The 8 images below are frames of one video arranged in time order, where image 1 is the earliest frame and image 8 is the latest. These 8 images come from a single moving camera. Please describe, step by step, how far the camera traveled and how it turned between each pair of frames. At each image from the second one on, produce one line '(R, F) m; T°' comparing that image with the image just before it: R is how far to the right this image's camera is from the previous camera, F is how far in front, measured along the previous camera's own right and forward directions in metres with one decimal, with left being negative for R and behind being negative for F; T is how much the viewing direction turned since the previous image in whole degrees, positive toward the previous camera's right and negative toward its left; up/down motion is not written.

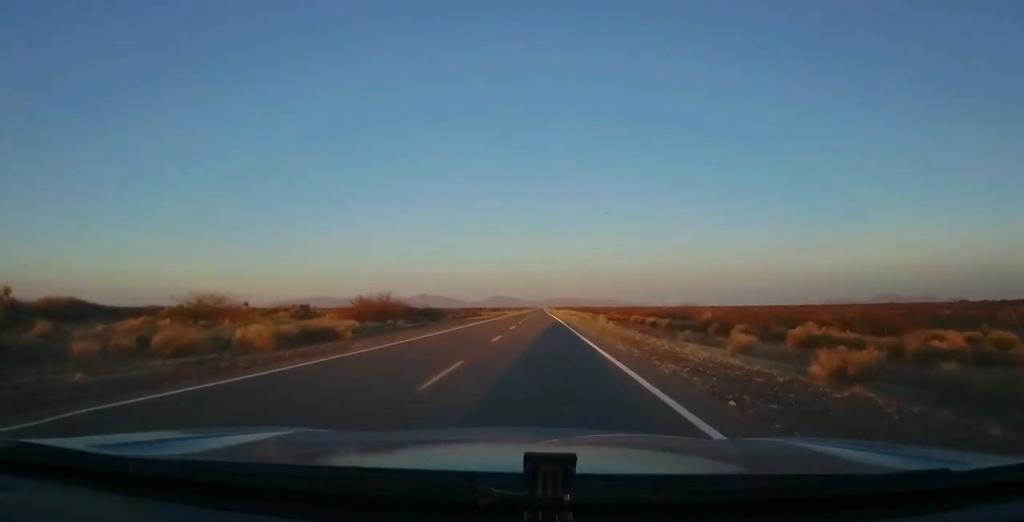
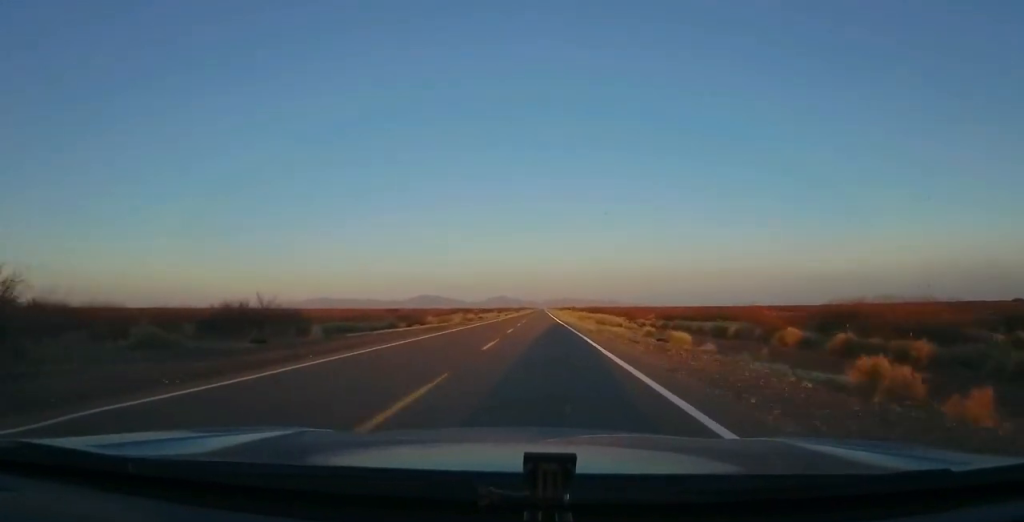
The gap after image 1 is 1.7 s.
(+0.3, +49.5) m; -1°
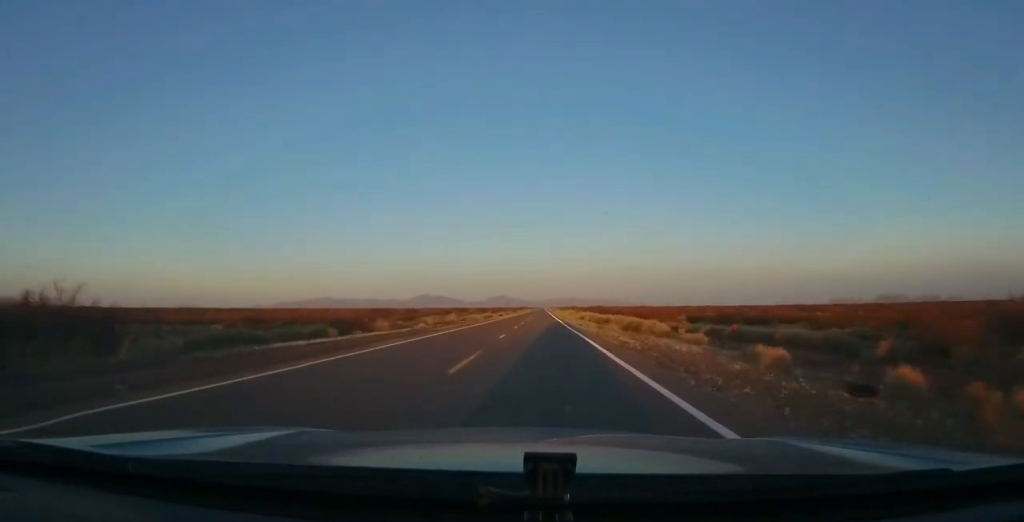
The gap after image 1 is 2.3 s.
(-0.4, +17.4) m; 0°
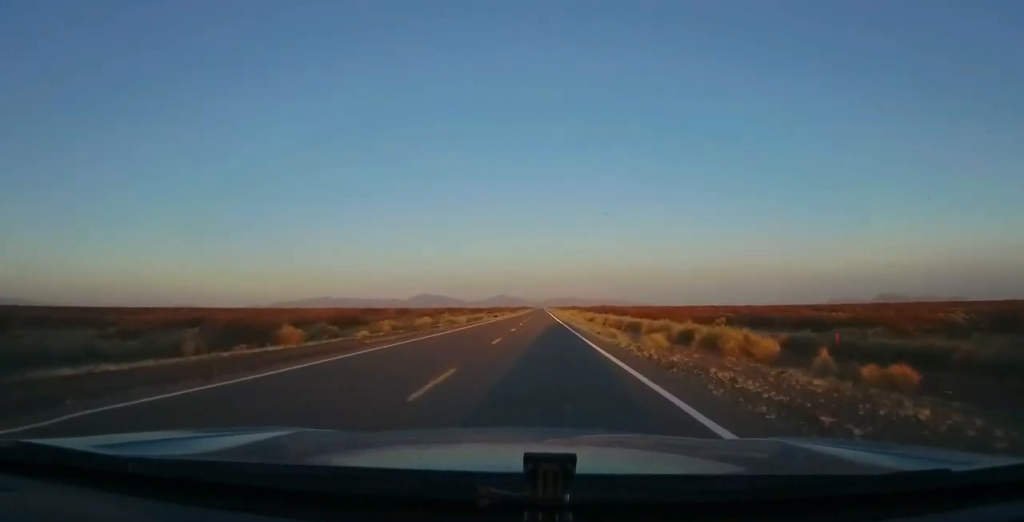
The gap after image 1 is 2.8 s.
(+0.1, +14.5) m; 0°
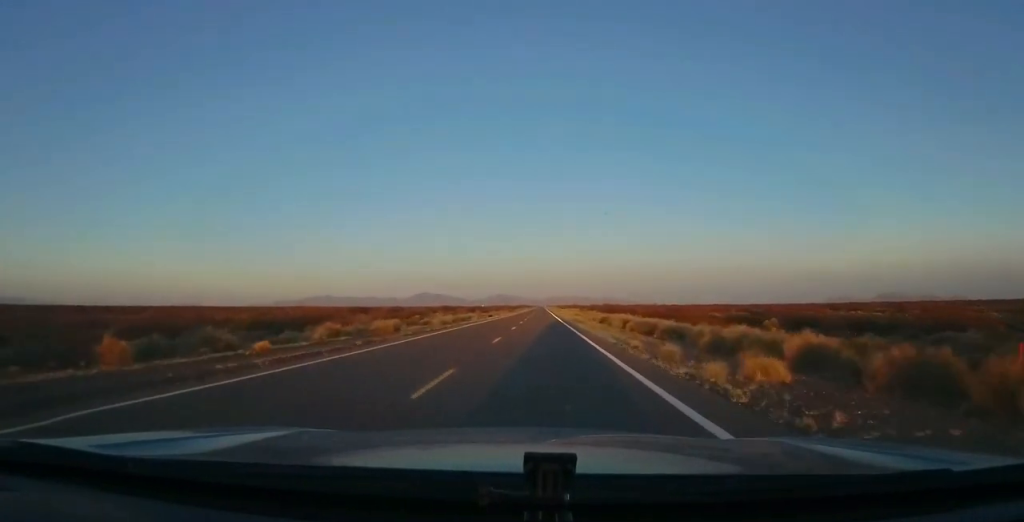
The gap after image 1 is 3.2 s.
(+0.1, +11.7) m; 0°
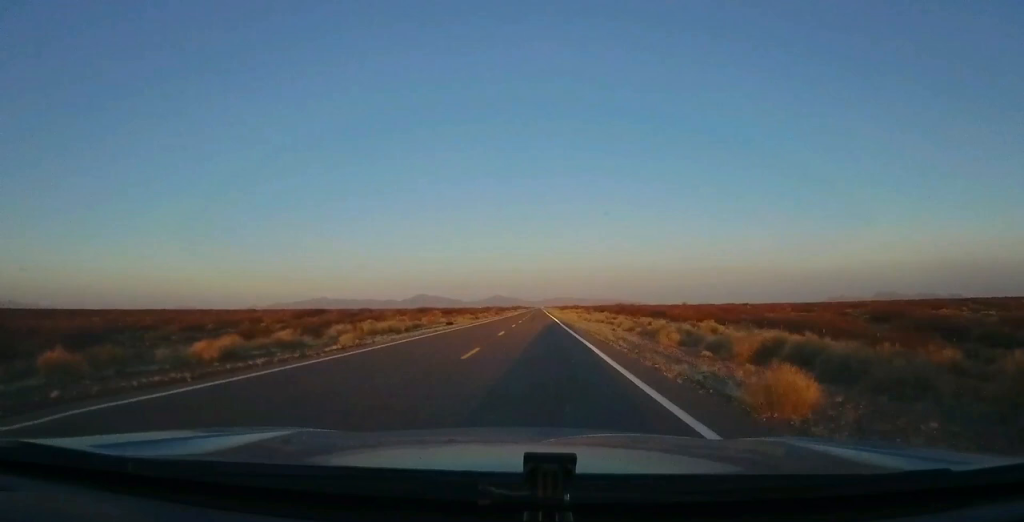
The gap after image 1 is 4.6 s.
(+0.2, +40.9) m; -1°
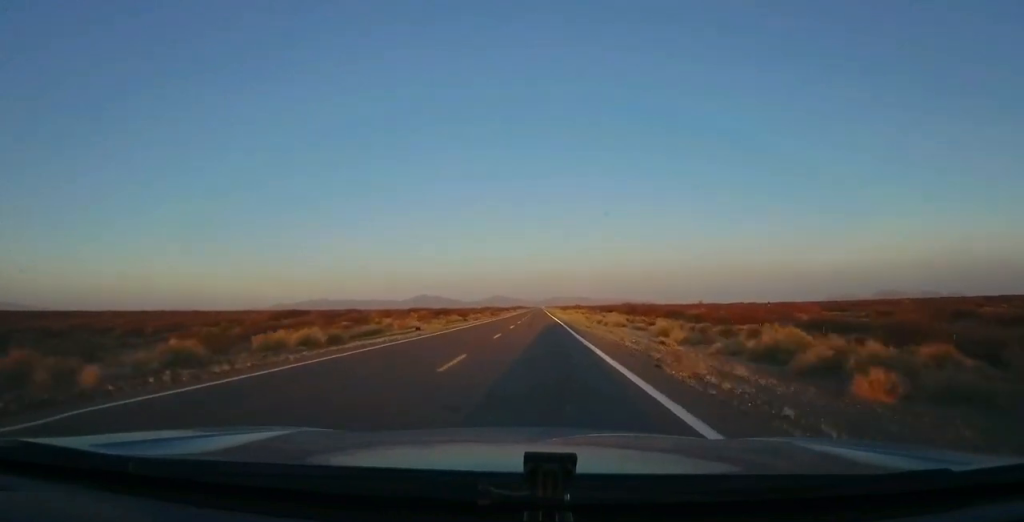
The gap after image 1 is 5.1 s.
(-0.3, +14.7) m; 0°
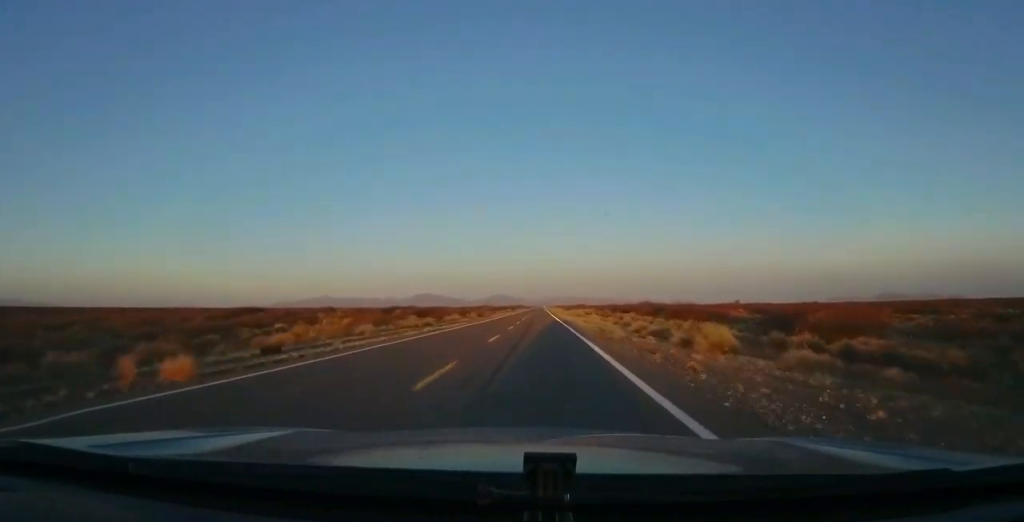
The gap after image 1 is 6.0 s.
(+0.1, +25.5) m; +1°
